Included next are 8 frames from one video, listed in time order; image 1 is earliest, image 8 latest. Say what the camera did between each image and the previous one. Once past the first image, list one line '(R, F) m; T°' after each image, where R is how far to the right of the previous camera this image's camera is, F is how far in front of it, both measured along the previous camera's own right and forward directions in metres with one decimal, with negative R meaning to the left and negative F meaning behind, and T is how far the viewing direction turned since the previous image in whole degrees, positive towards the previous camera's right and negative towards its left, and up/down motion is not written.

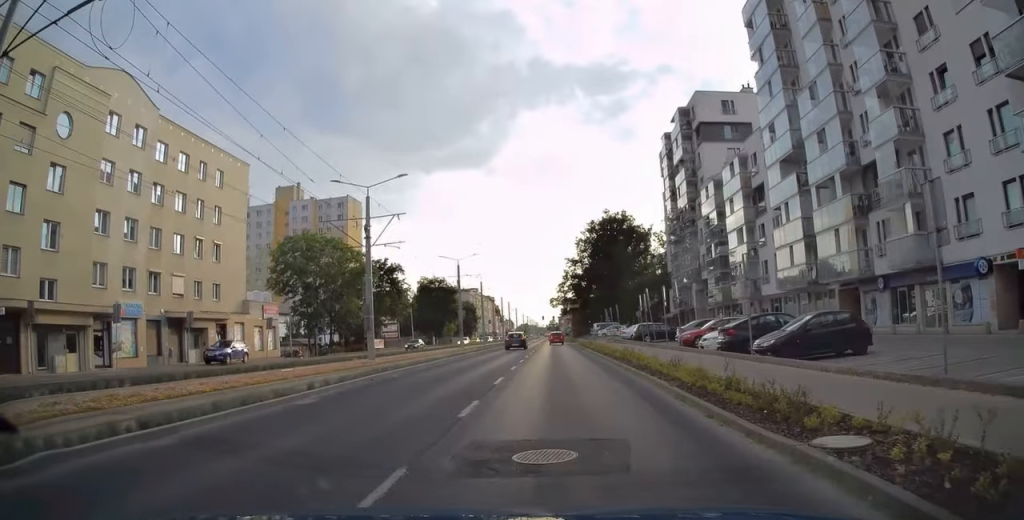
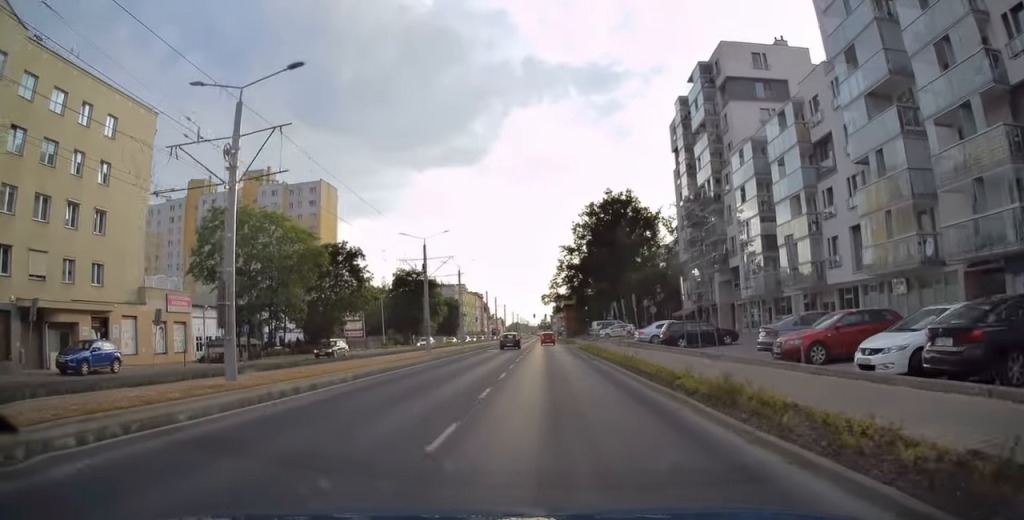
(+0.1, +13.6) m; 0°
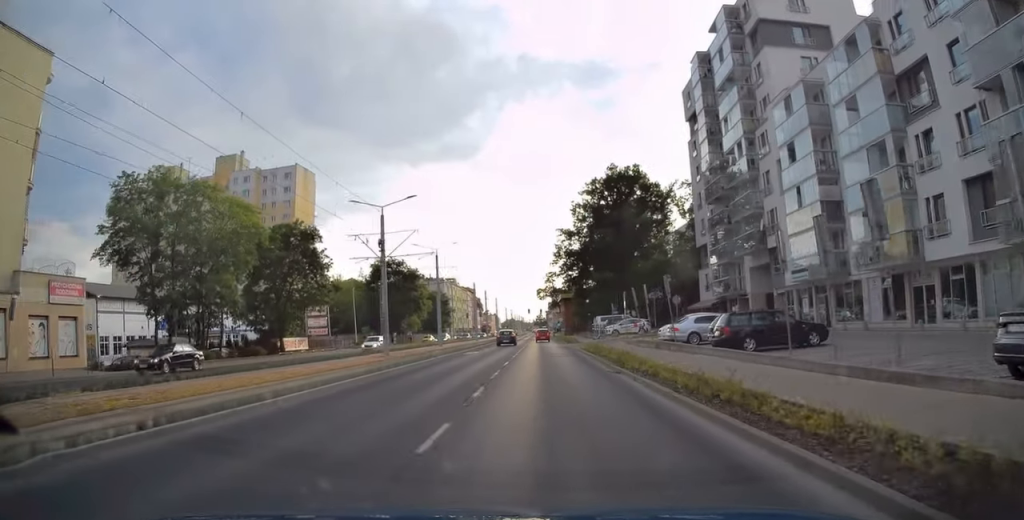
(0.0, +11.2) m; 0°
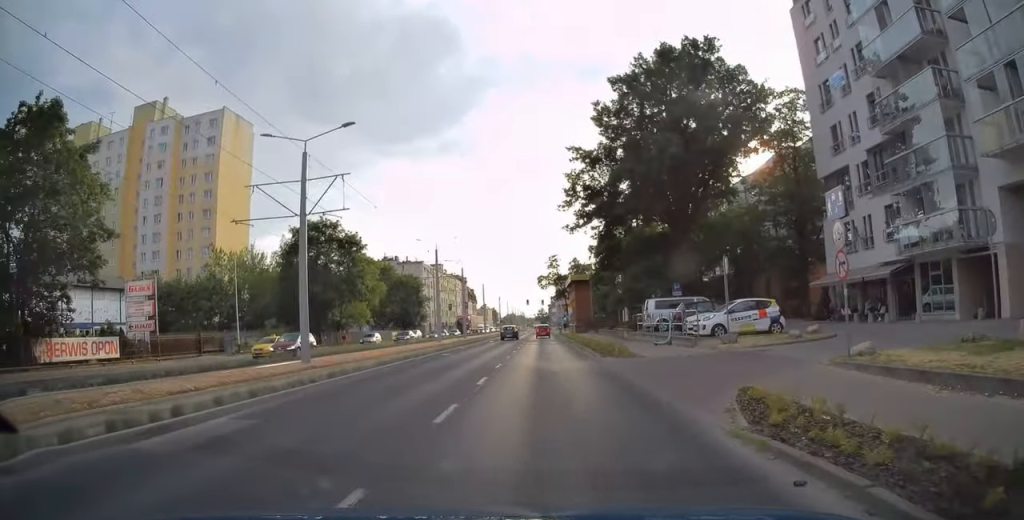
(+0.2, +30.1) m; +1°
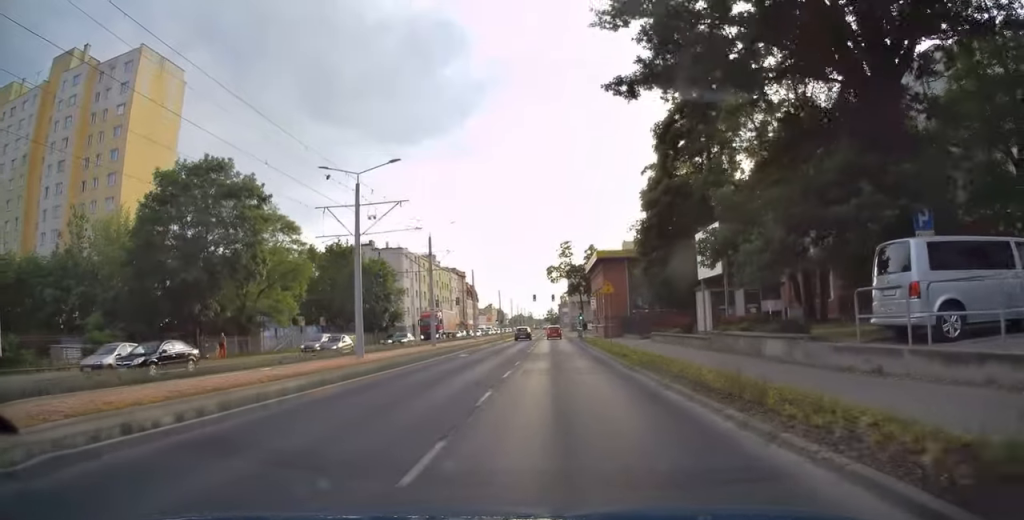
(-0.3, +22.2) m; -1°
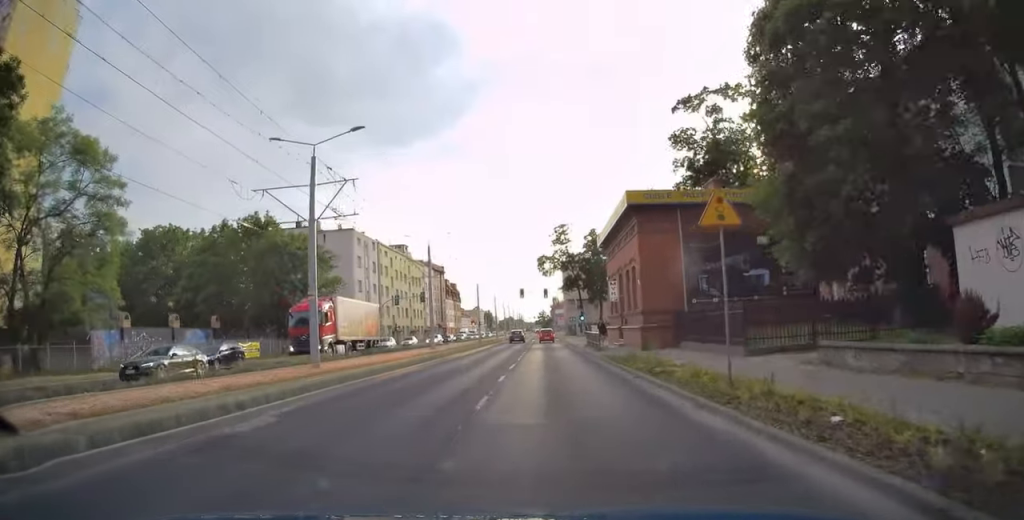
(+0.1, +19.5) m; +1°
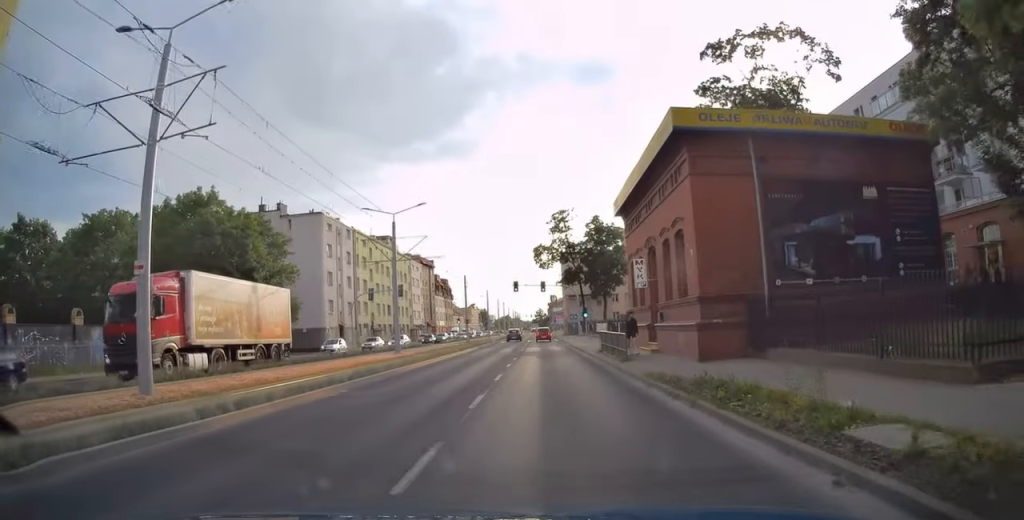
(+0.1, +10.2) m; 0°
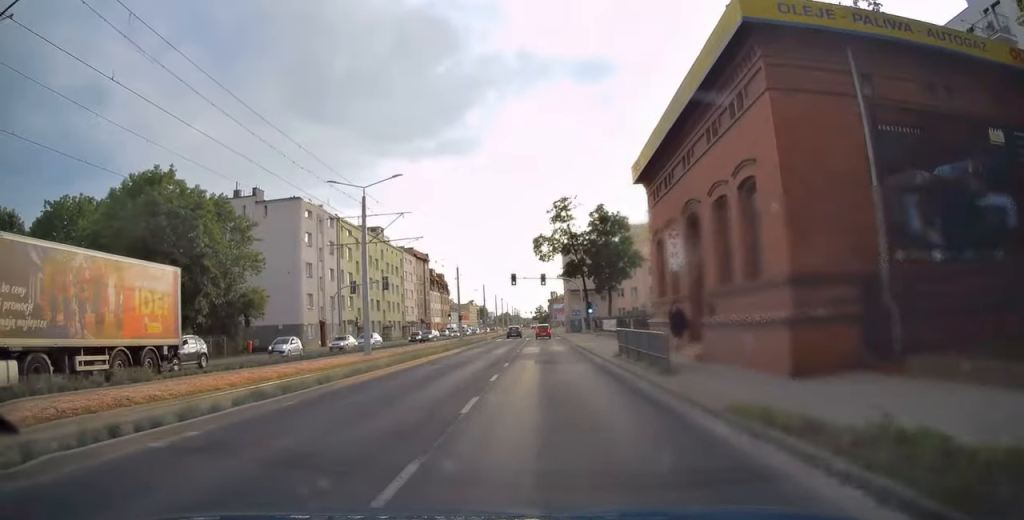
(0.0, +6.6) m; 0°
